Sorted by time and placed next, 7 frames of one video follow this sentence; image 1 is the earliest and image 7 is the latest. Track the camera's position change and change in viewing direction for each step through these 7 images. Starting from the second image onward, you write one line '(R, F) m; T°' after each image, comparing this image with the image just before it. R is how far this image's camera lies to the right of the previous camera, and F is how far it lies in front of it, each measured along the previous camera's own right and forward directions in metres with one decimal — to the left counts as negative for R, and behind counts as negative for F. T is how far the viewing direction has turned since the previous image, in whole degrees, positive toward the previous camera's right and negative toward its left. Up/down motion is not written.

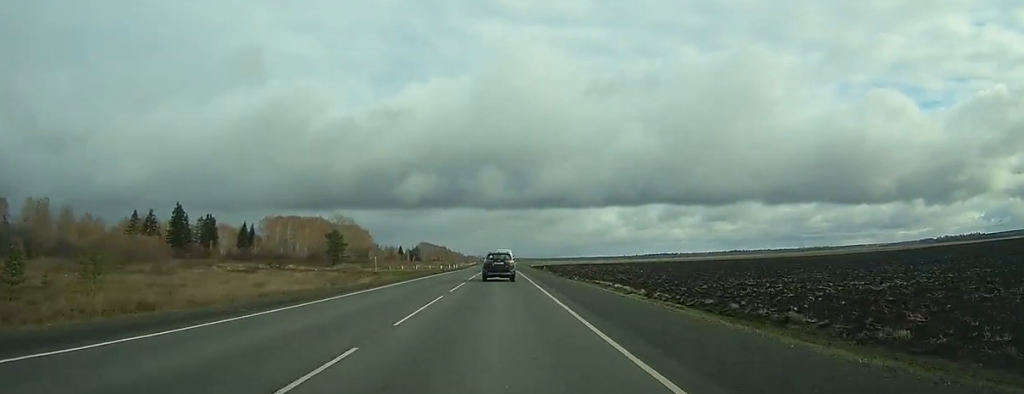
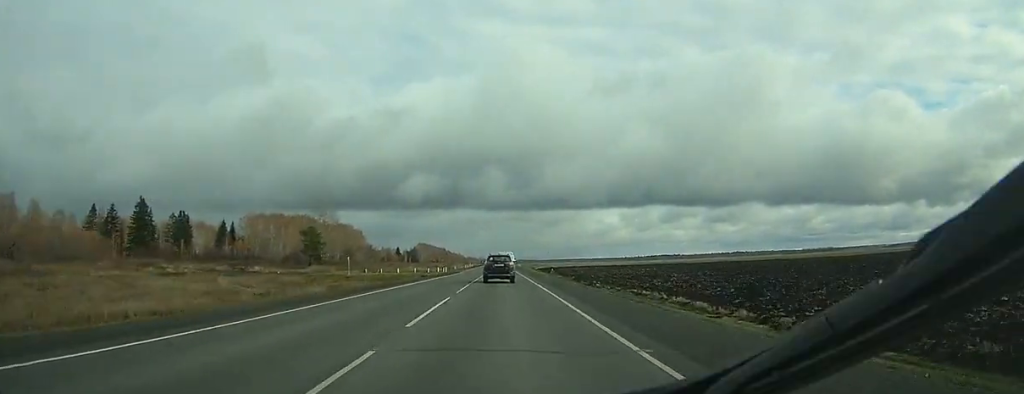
(0.0, +24.4) m; 0°
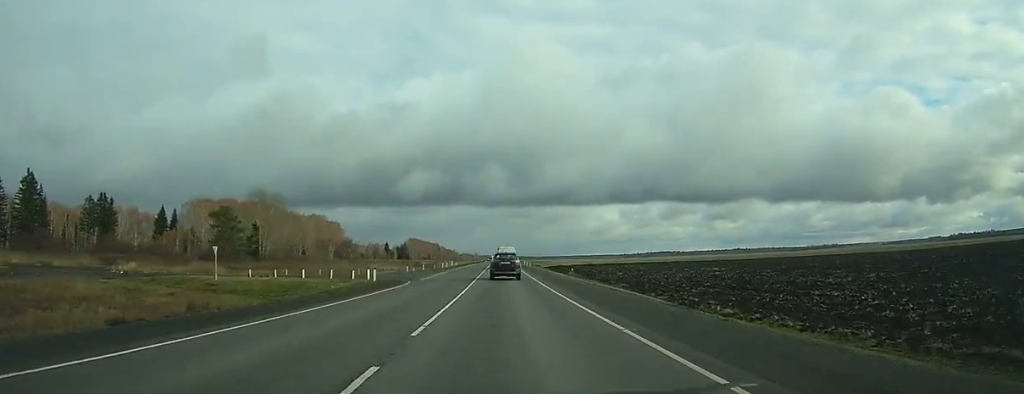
(+0.1, +48.9) m; 0°
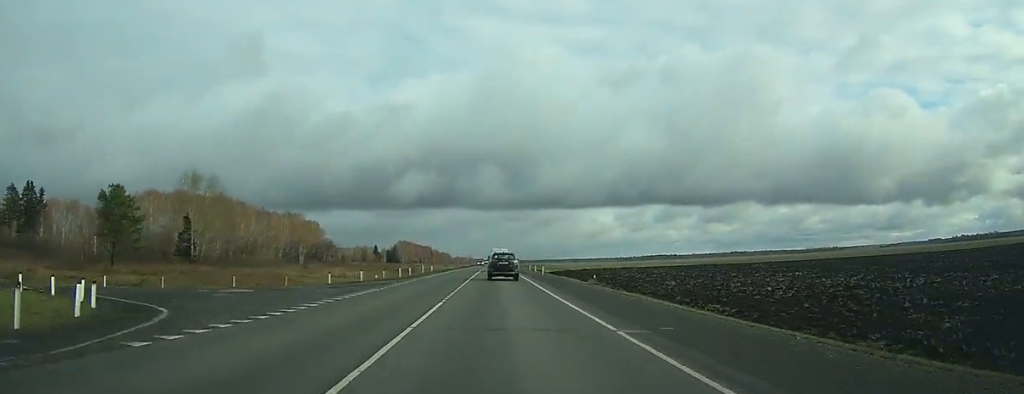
(0.0, +30.3) m; 0°
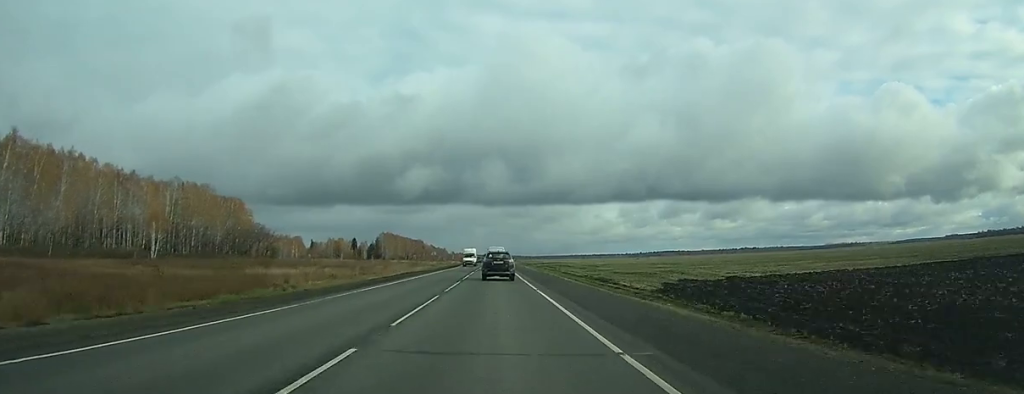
(-0.4, +100.5) m; -1°
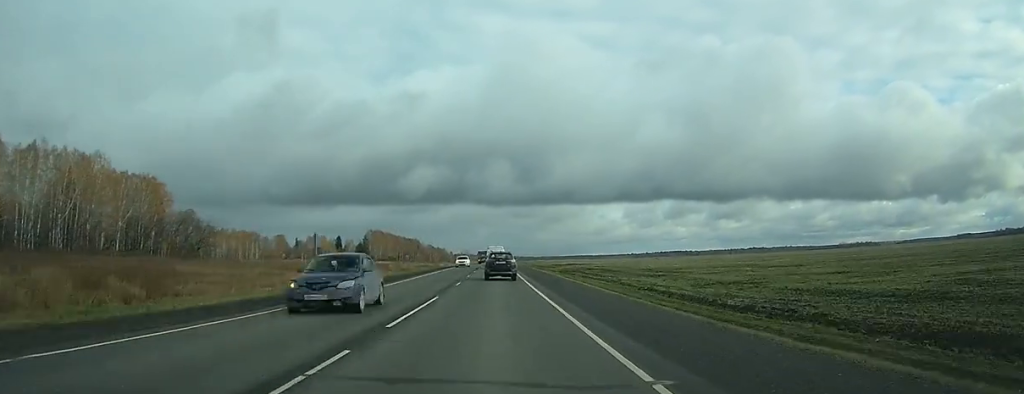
(-0.1, +61.5) m; 0°
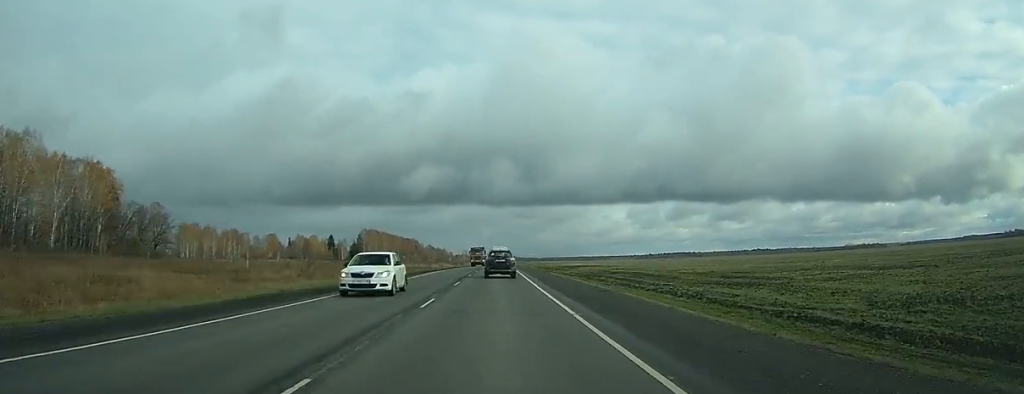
(0.0, +25.8) m; 0°
